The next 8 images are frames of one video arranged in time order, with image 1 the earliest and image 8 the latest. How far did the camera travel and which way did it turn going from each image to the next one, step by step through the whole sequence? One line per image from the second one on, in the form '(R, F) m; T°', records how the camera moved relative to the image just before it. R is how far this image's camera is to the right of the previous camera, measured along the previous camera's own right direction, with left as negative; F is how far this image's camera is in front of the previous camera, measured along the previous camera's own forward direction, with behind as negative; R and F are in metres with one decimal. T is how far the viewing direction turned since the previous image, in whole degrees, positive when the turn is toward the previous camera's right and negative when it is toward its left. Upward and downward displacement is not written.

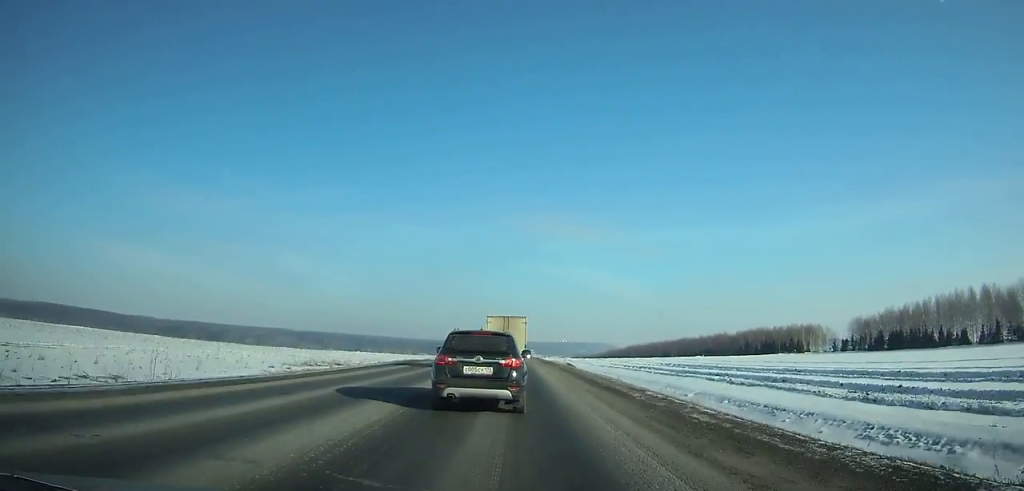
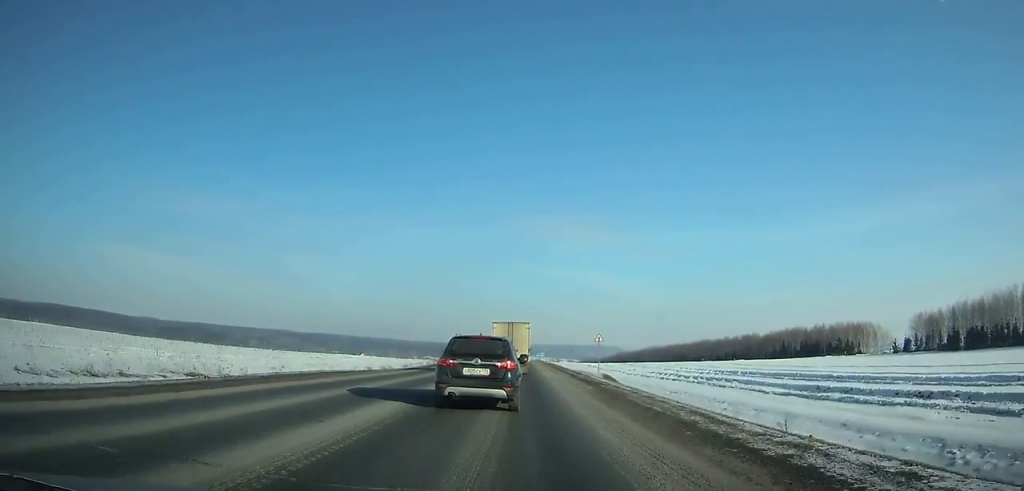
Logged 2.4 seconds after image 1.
(-0.1, +28.9) m; 0°
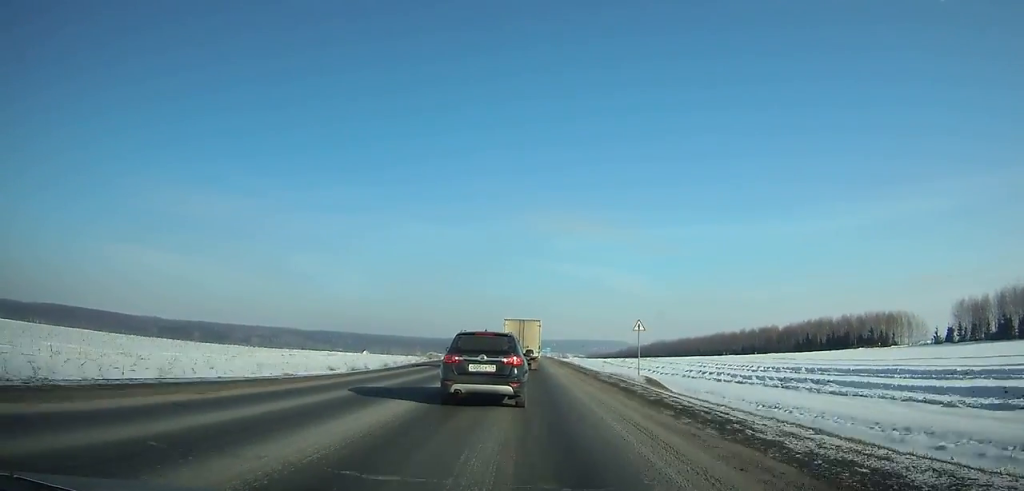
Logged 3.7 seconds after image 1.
(0.0, +15.7) m; 0°
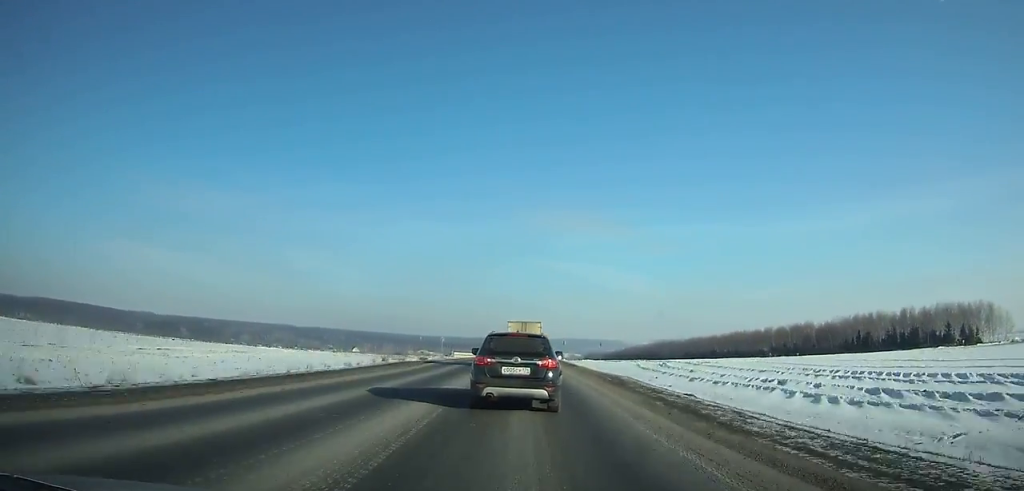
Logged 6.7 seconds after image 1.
(-0.1, +36.3) m; 0°
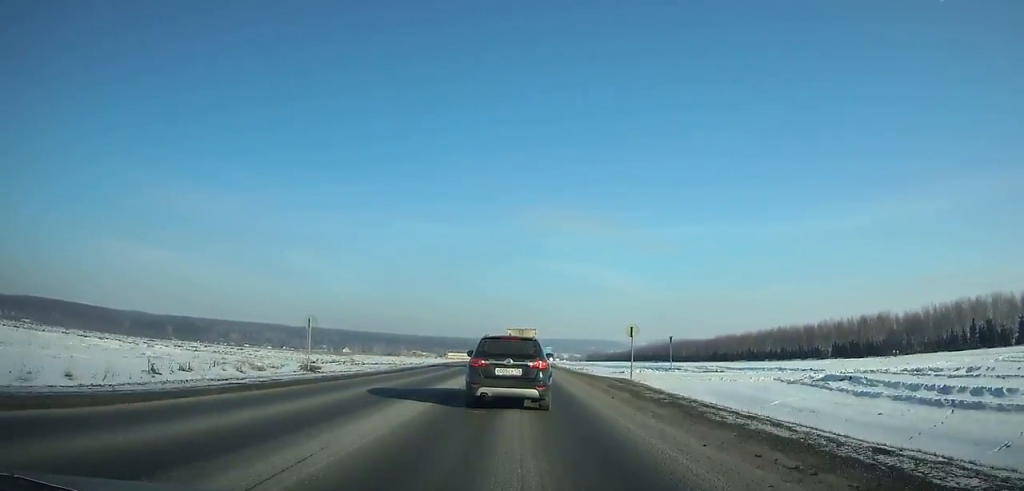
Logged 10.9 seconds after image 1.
(+0.3, +51.5) m; +1°
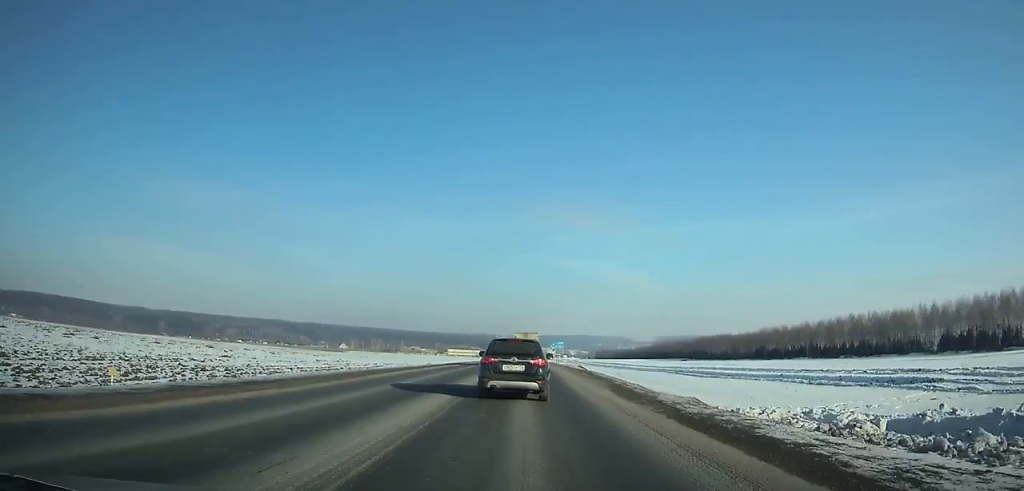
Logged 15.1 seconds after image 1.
(+0.2, +53.1) m; 0°
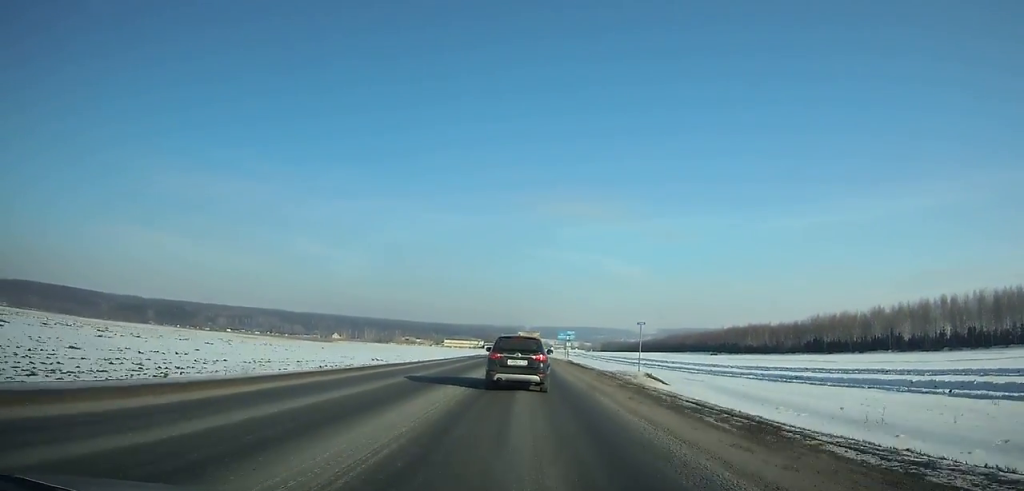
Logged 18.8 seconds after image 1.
(-0.1, +50.1) m; 0°
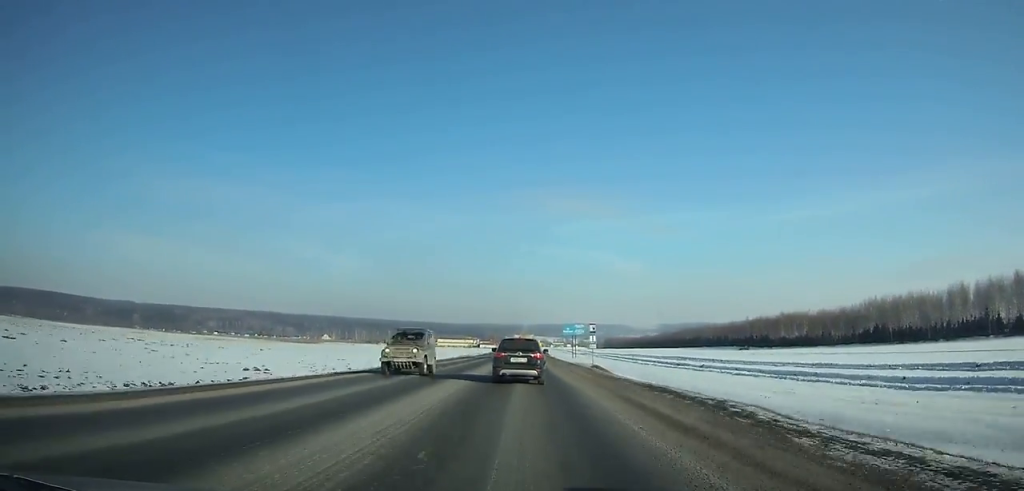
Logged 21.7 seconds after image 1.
(-0.2, +42.2) m; 0°
